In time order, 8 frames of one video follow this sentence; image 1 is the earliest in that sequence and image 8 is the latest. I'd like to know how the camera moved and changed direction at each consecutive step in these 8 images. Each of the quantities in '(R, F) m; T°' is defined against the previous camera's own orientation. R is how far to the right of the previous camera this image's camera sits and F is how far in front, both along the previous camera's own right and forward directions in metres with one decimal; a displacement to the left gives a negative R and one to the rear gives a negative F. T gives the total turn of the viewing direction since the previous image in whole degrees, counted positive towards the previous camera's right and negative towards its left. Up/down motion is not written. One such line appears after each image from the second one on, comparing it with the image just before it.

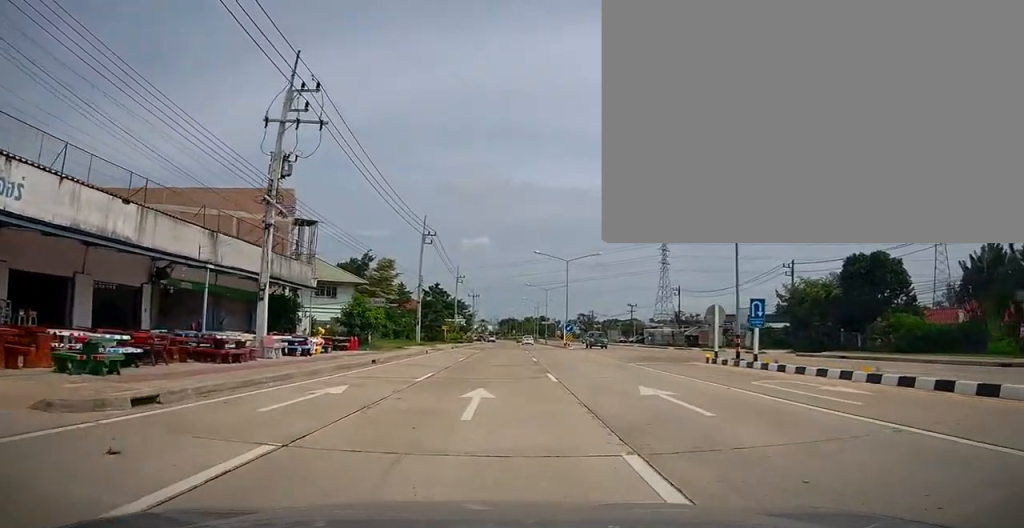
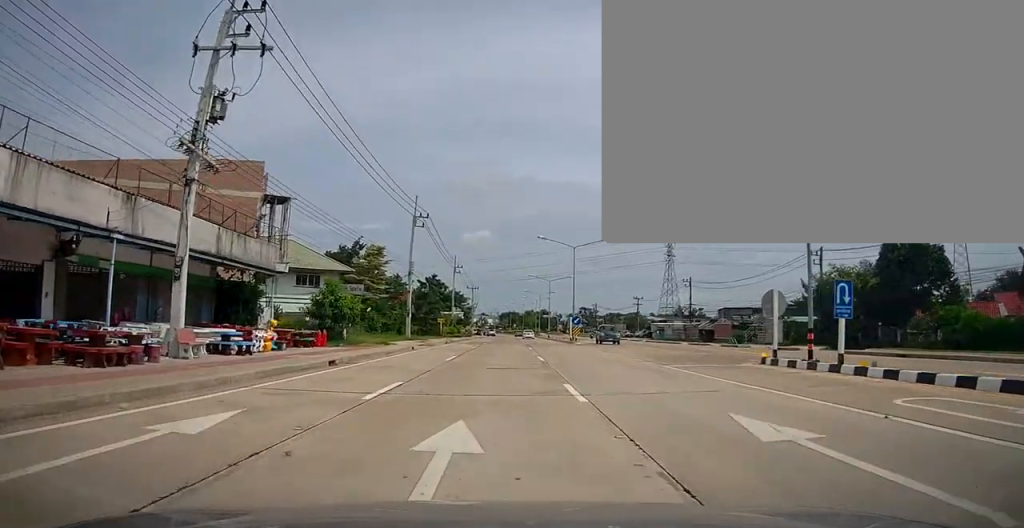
(0.0, +5.5) m; 0°
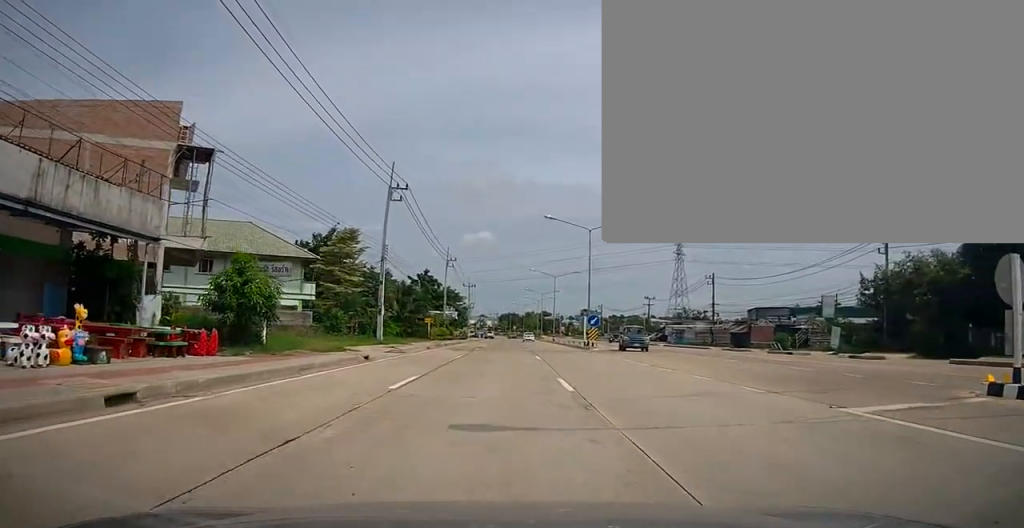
(-0.1, +10.1) m; 0°
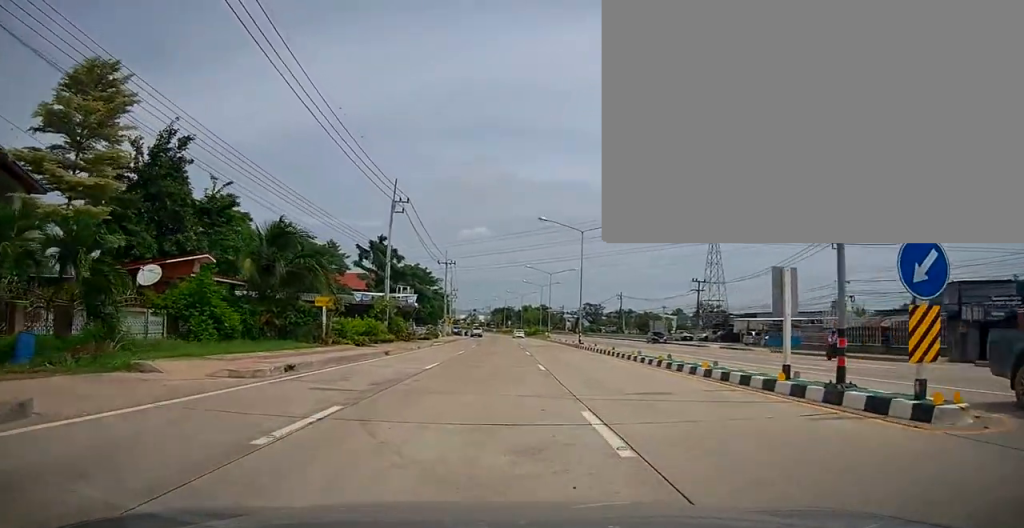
(+0.1, +32.5) m; 0°
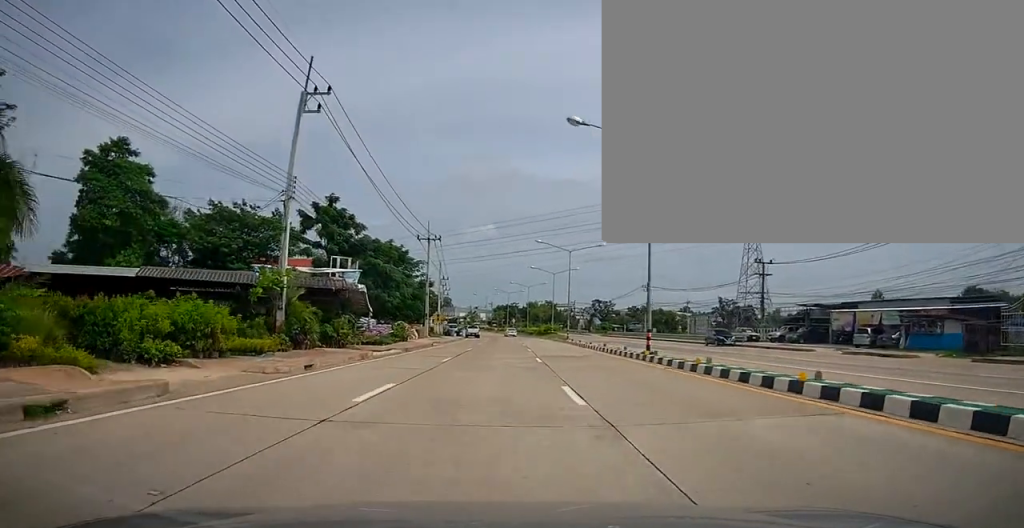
(+0.1, +20.2) m; 0°
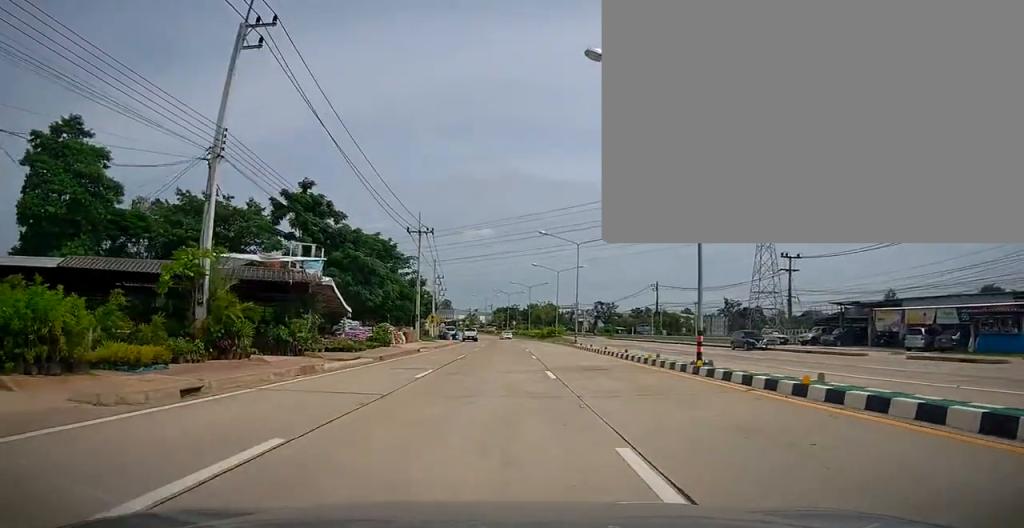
(0.0, +6.1) m; 0°
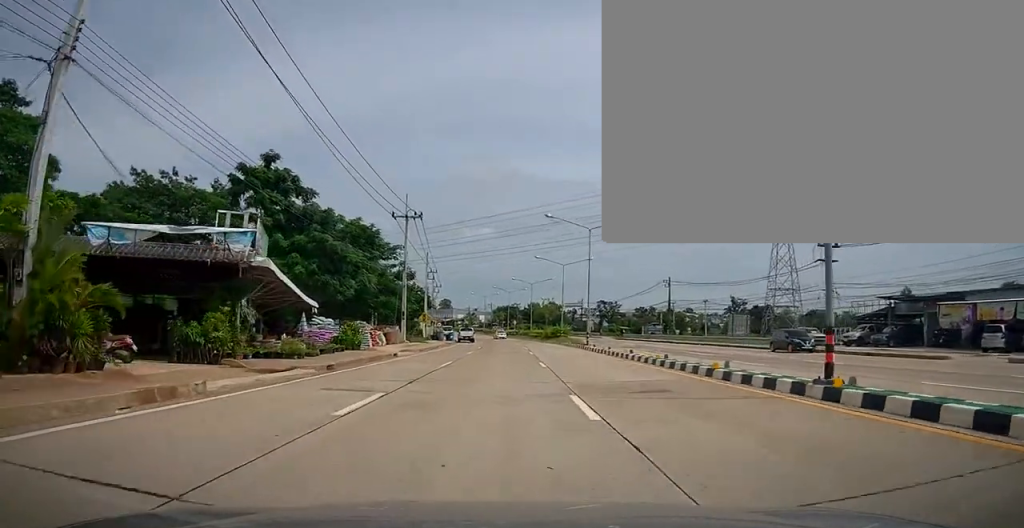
(0.0, +7.0) m; 0°
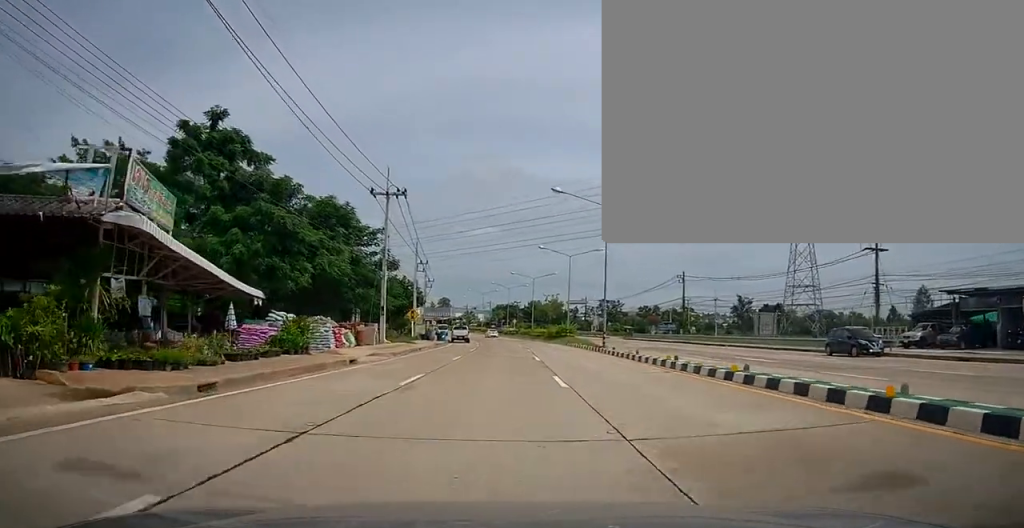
(0.0, +7.3) m; 0°
